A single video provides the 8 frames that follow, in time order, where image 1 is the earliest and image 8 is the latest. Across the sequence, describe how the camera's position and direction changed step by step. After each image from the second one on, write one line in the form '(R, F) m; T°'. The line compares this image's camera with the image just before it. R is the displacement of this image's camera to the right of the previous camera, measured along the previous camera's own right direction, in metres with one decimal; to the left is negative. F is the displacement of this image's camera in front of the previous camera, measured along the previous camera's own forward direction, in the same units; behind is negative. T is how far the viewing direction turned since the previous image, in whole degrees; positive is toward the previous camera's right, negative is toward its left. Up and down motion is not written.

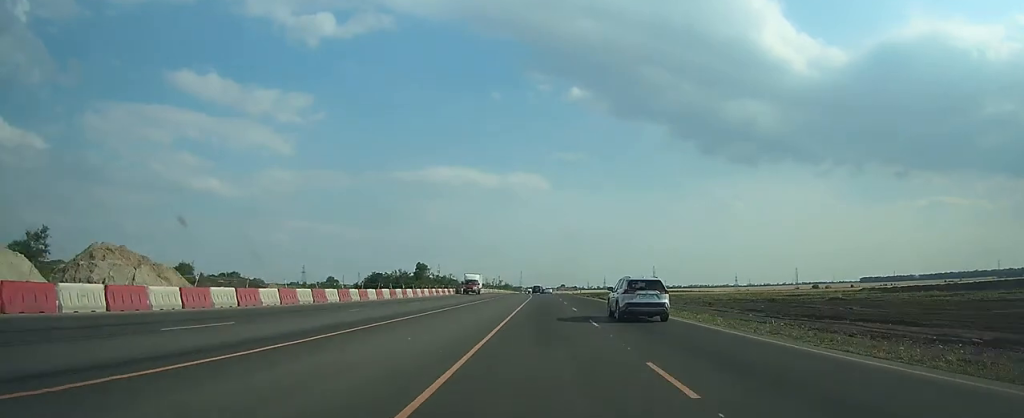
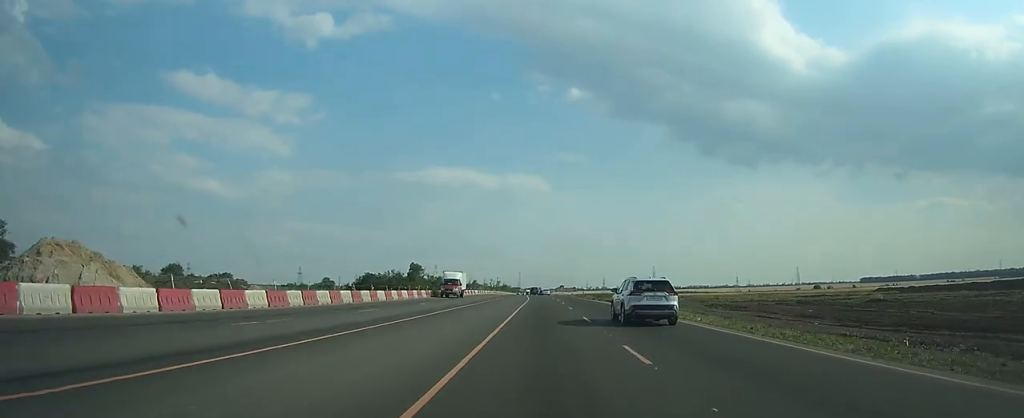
(0.0, +9.1) m; 0°
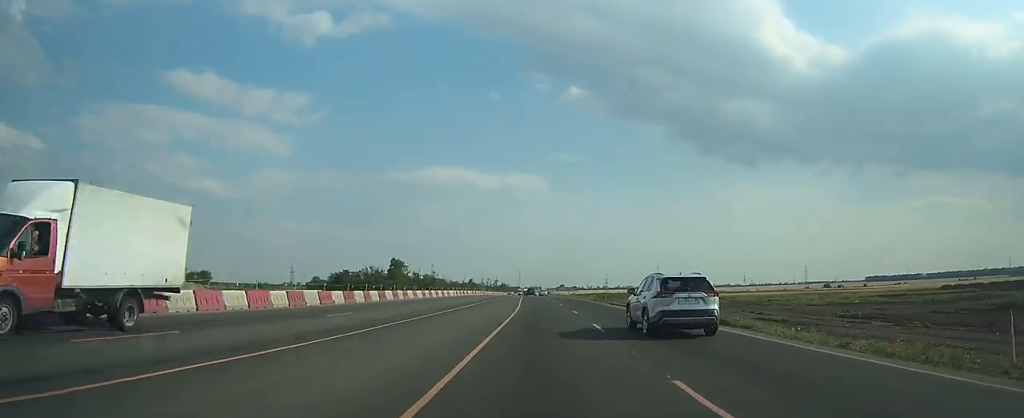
(+0.1, +29.0) m; 0°
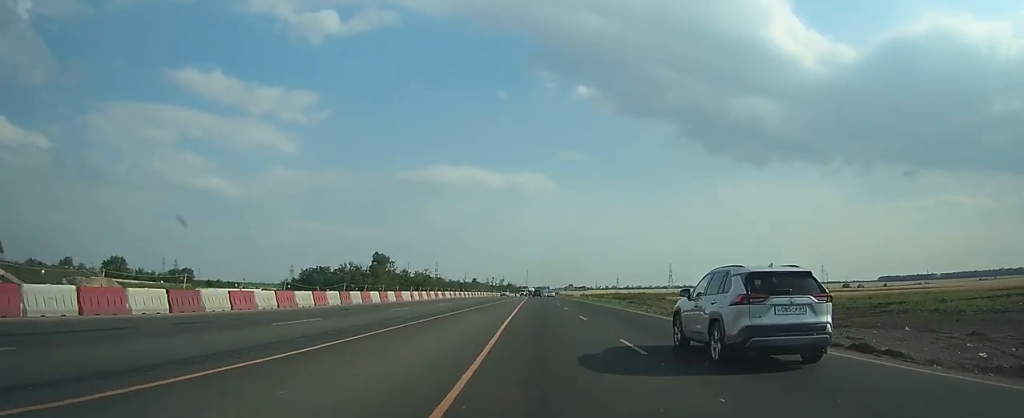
(0.0, +29.7) m; 0°
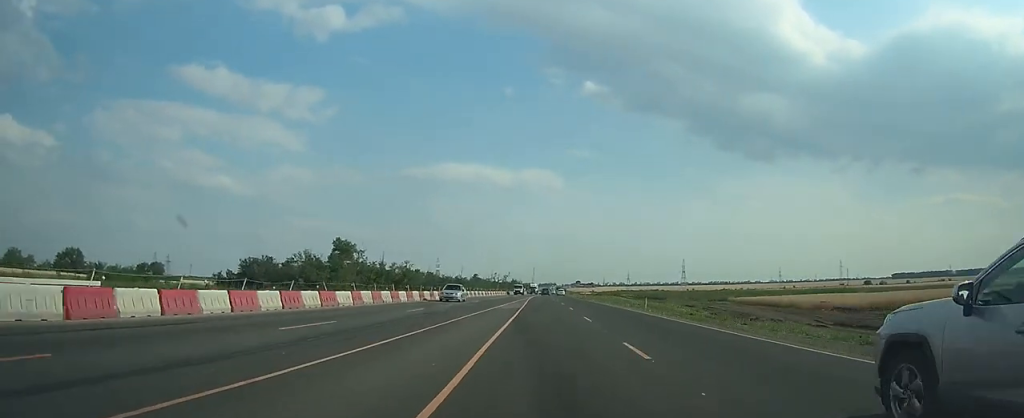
(-0.2, +36.9) m; -1°
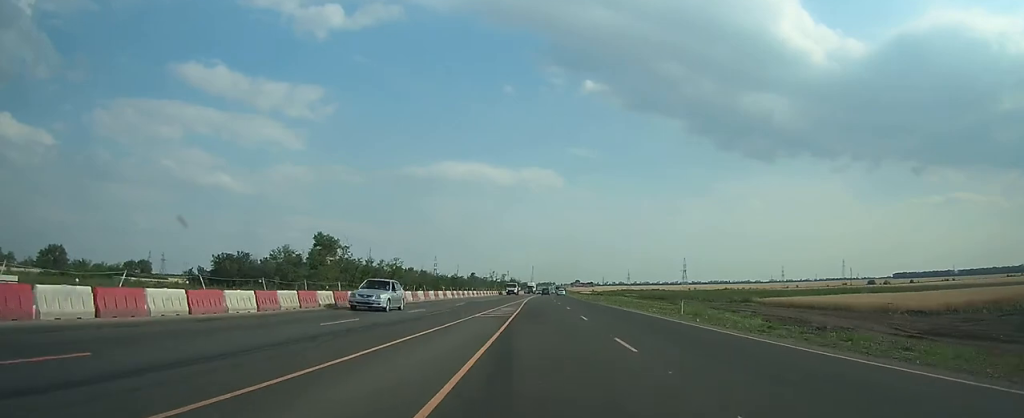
(0.0, +10.6) m; 0°
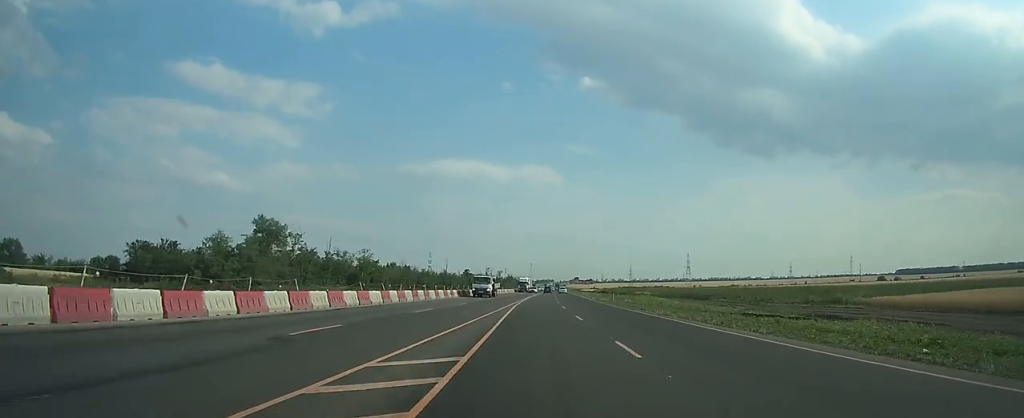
(0.0, +25.6) m; 0°
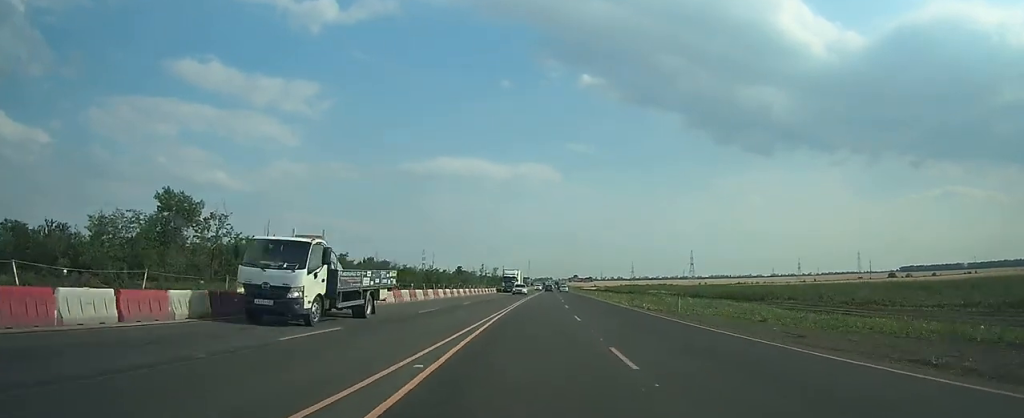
(0.0, +25.8) m; 0°
